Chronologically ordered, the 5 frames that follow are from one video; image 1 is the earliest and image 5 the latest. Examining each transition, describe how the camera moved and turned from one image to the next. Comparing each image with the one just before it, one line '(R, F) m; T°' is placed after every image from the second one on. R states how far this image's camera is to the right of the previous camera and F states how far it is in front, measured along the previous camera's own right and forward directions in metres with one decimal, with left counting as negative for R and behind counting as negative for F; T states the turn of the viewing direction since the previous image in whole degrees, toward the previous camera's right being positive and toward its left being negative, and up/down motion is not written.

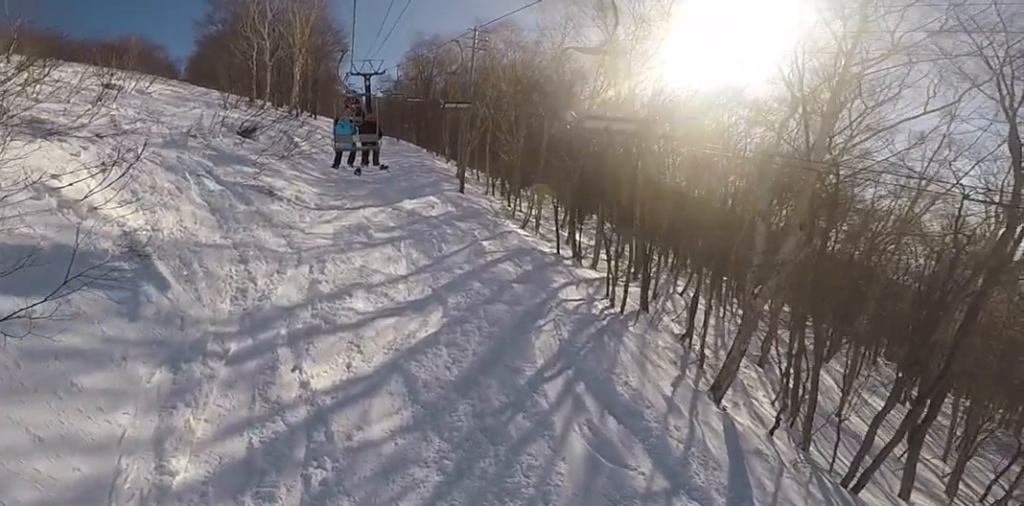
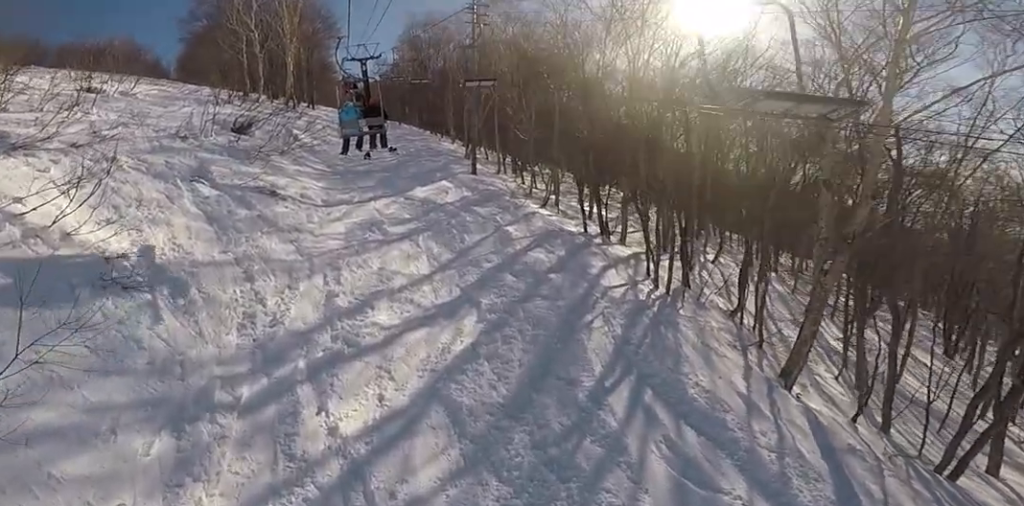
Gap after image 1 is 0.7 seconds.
(0.0, +1.5) m; 0°
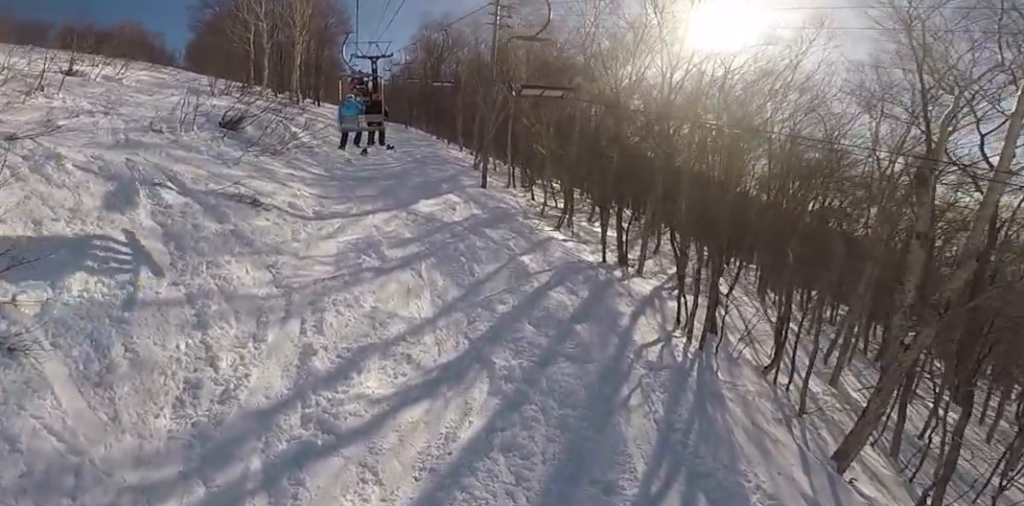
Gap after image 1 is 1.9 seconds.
(0.0, +2.5) m; 0°
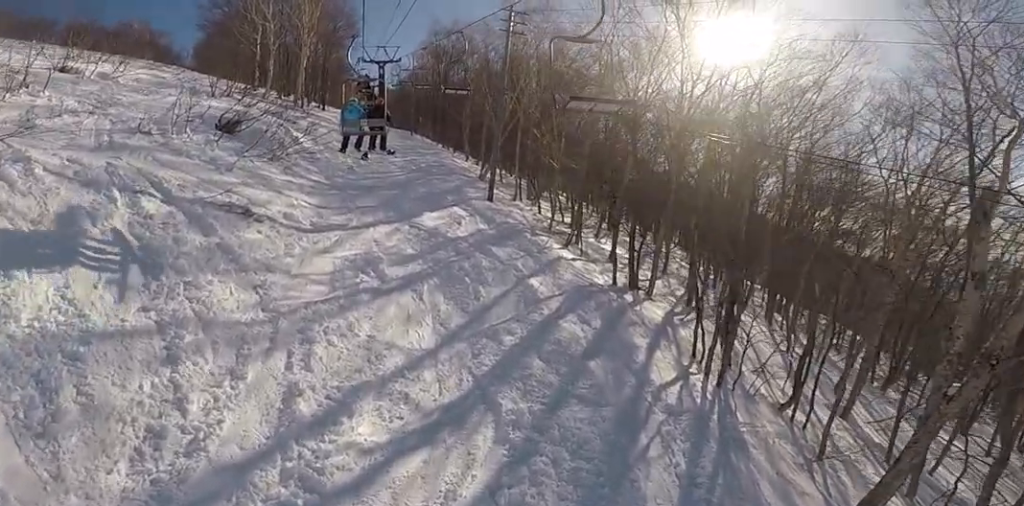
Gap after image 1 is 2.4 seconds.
(0.0, +1.0) m; 0°
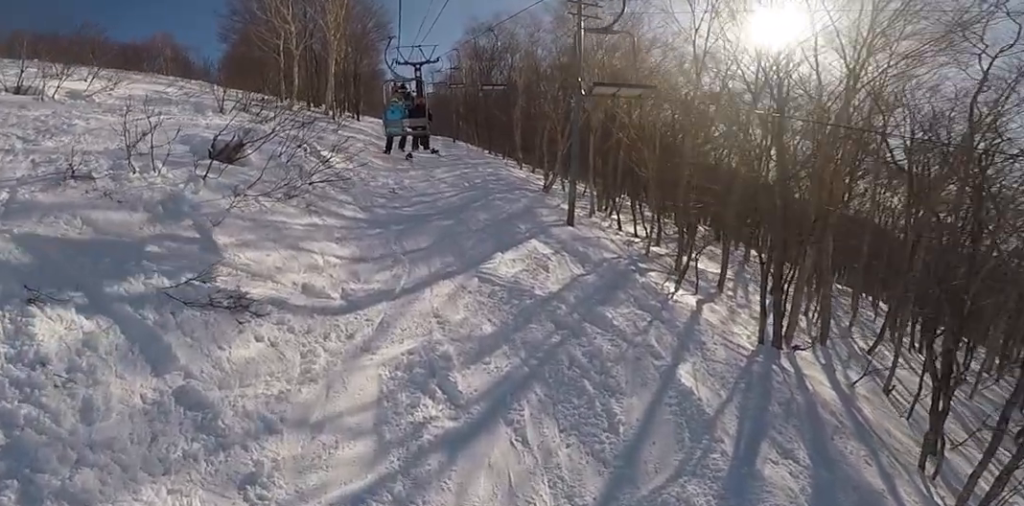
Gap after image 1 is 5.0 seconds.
(0.0, +4.8) m; 0°
